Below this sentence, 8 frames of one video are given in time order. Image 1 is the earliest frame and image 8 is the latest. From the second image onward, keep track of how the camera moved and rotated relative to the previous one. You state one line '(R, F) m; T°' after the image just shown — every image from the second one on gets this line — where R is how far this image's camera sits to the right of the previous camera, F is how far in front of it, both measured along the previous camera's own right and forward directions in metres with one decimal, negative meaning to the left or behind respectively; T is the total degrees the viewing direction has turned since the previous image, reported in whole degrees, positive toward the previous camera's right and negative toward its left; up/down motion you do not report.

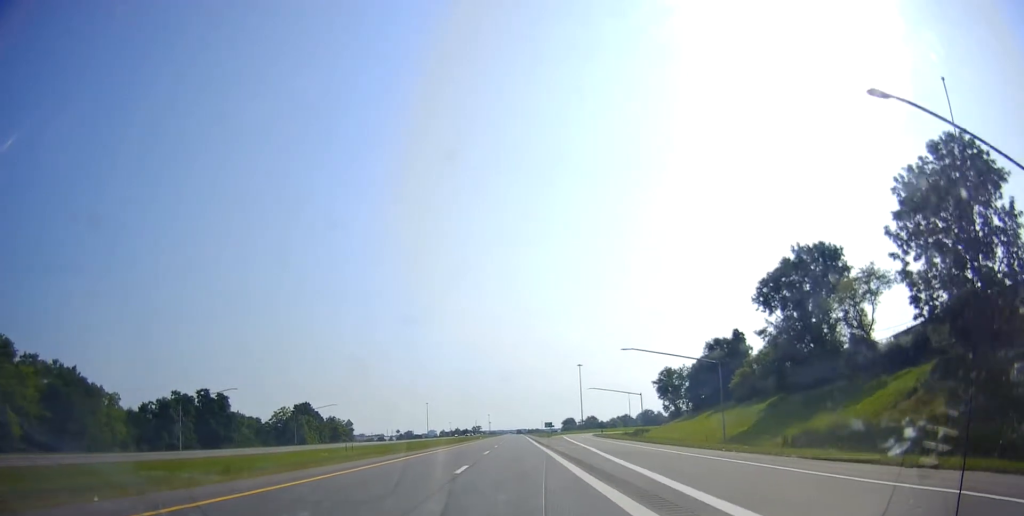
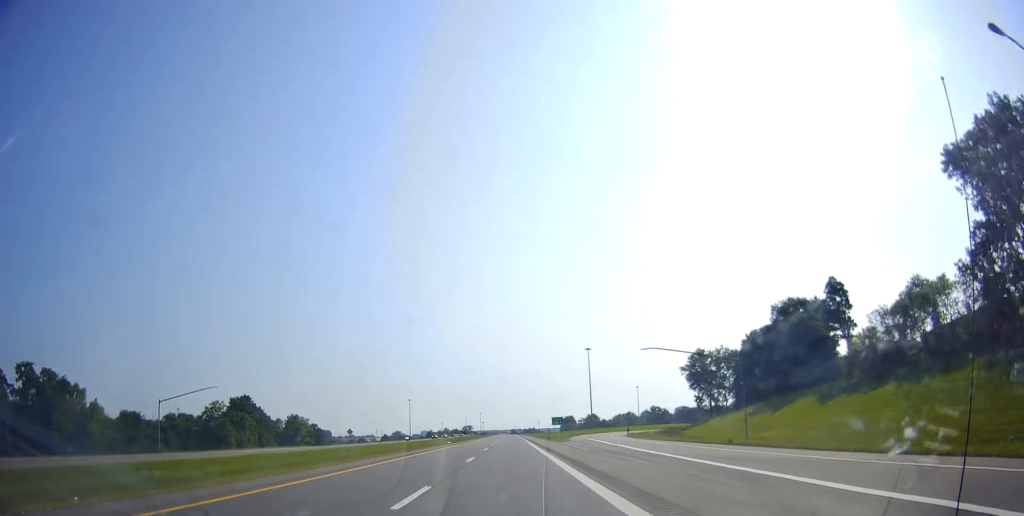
(-1.1, +53.7) m; -1°
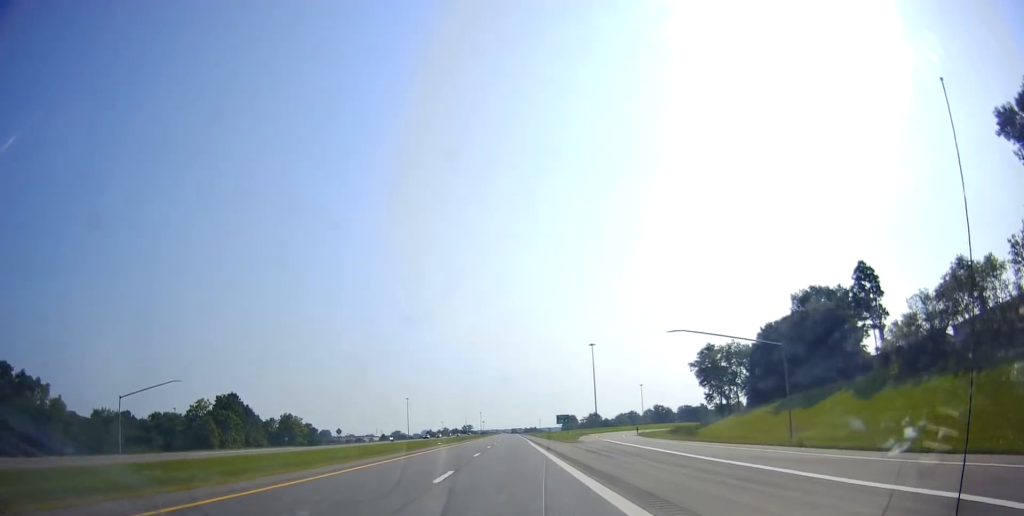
(0.0, +10.2) m; 0°
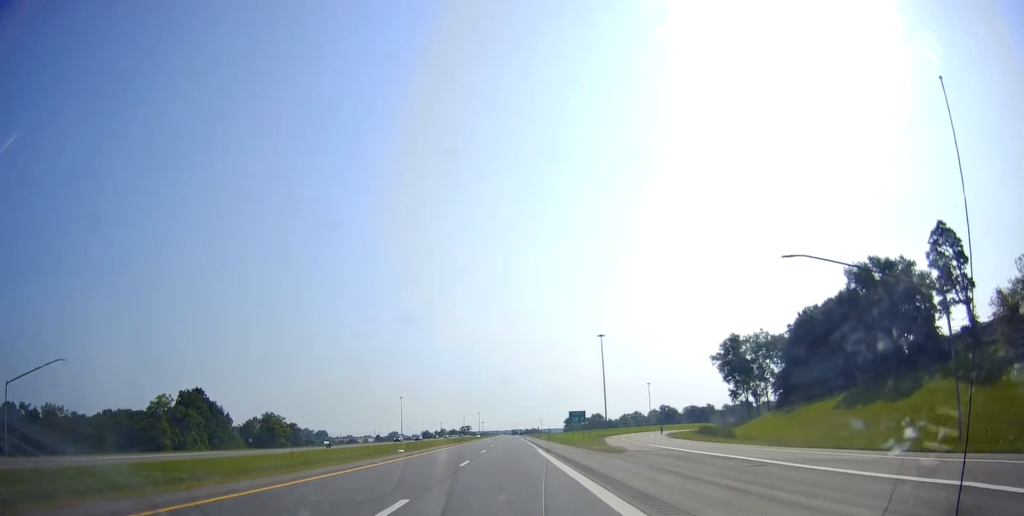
(0.0, +22.6) m; 0°
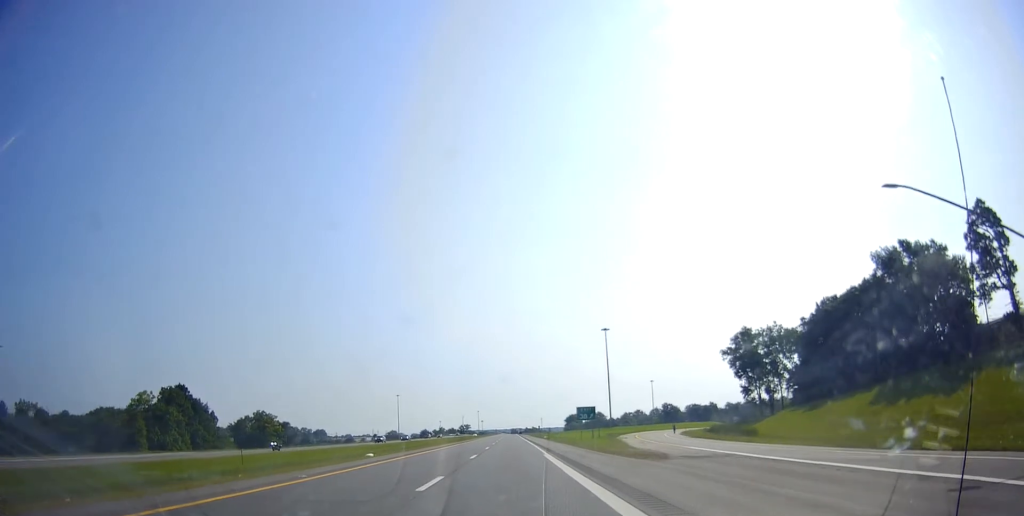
(0.0, +9.5) m; 0°
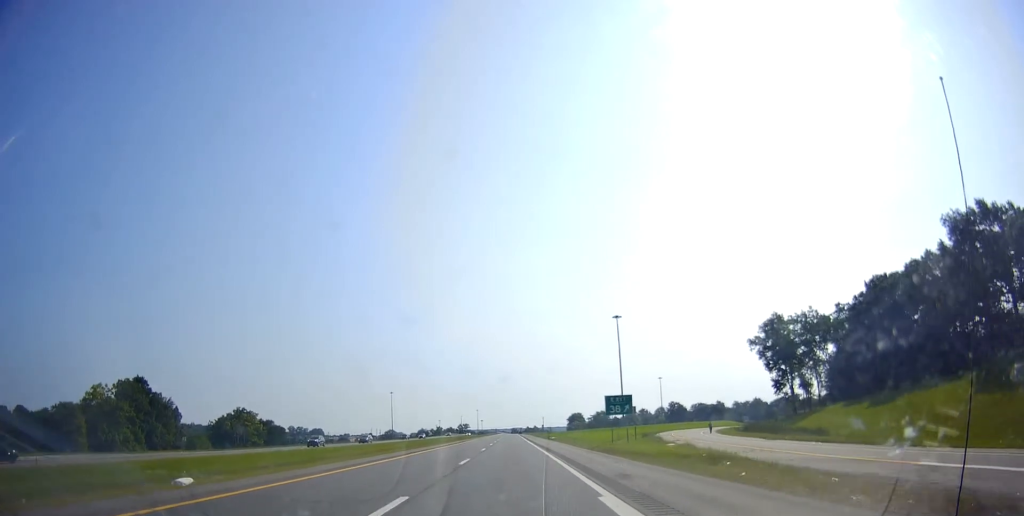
(+0.1, +20.6) m; 0°
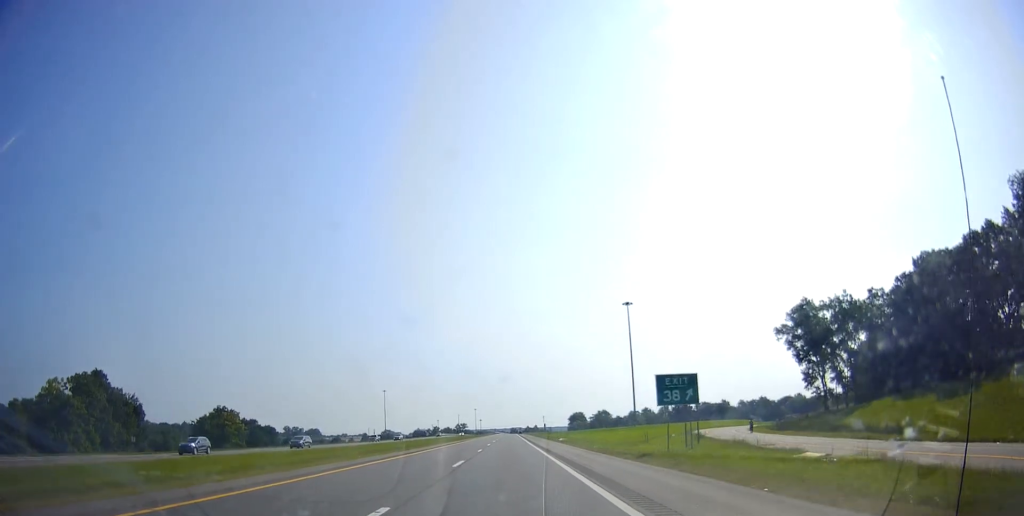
(-0.1, +16.8) m; 0°
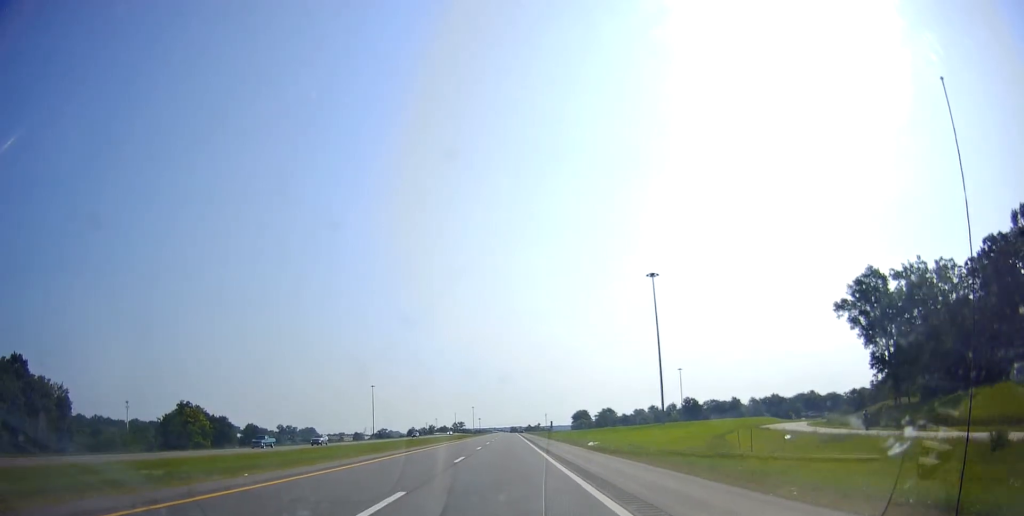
(0.0, +27.8) m; 0°
